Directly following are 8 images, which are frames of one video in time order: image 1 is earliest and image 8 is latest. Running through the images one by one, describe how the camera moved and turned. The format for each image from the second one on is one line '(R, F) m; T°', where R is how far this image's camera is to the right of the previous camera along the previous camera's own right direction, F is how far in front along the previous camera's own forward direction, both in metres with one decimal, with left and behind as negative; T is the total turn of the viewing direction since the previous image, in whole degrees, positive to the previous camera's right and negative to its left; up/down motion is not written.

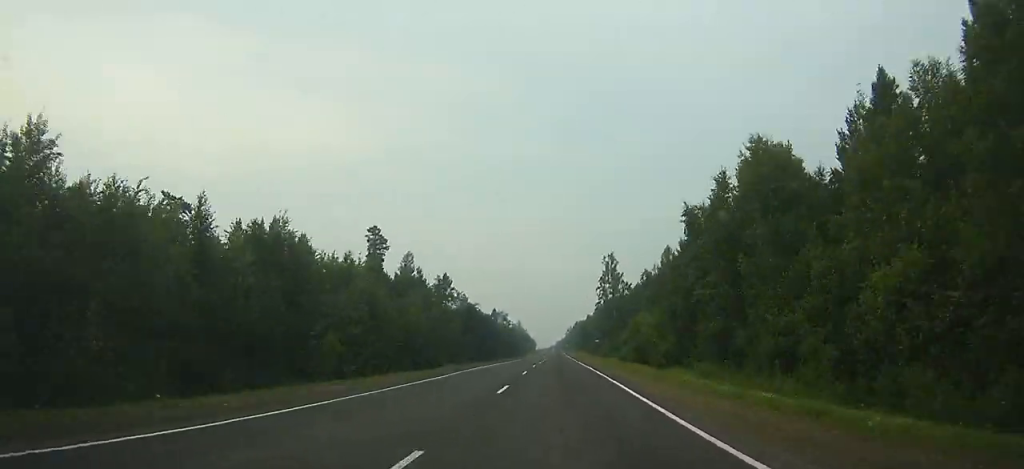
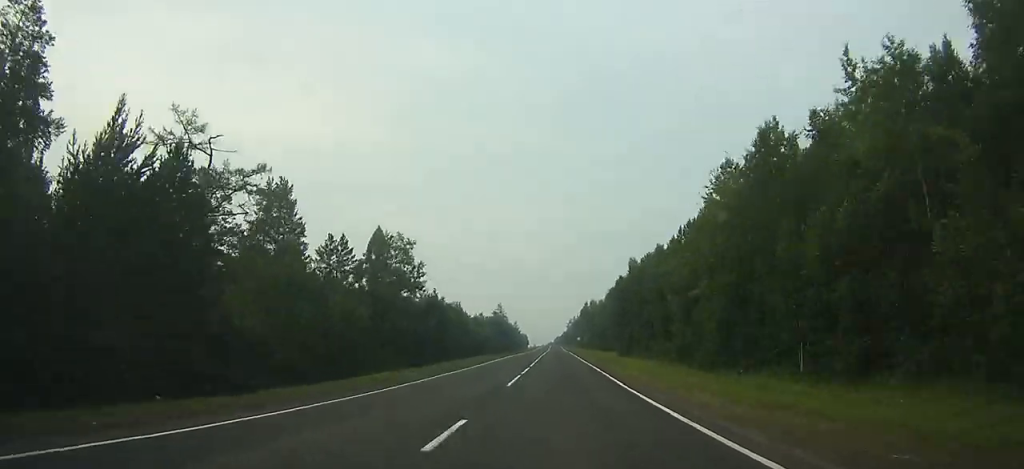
(-0.1, +145.7) m; 0°
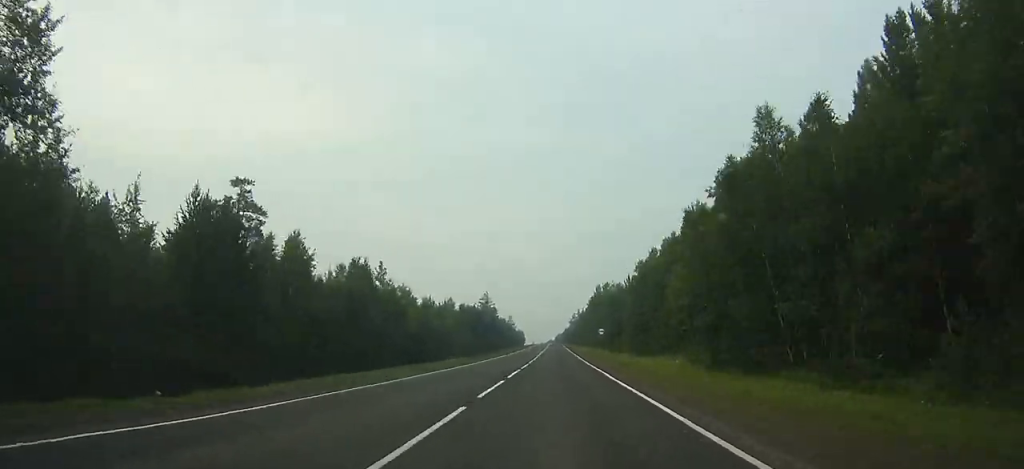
(0.0, +61.0) m; 0°
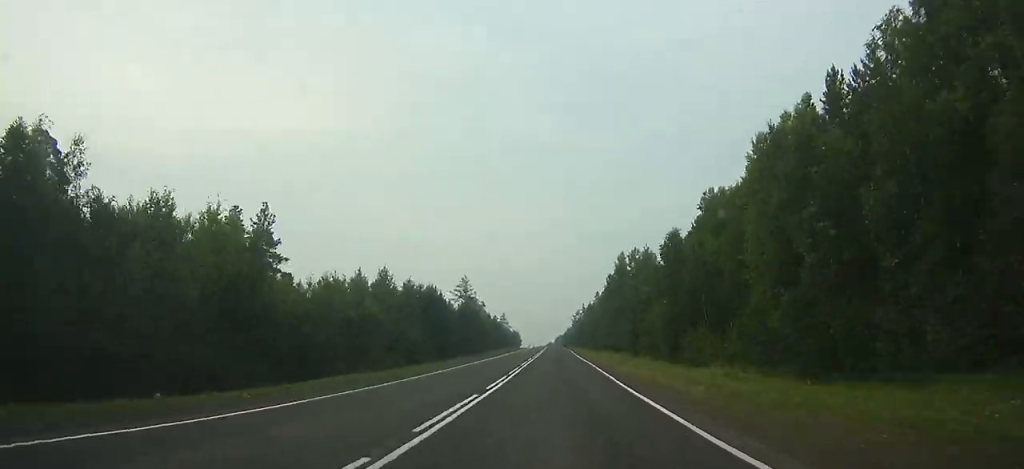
(+0.1, +56.7) m; 0°
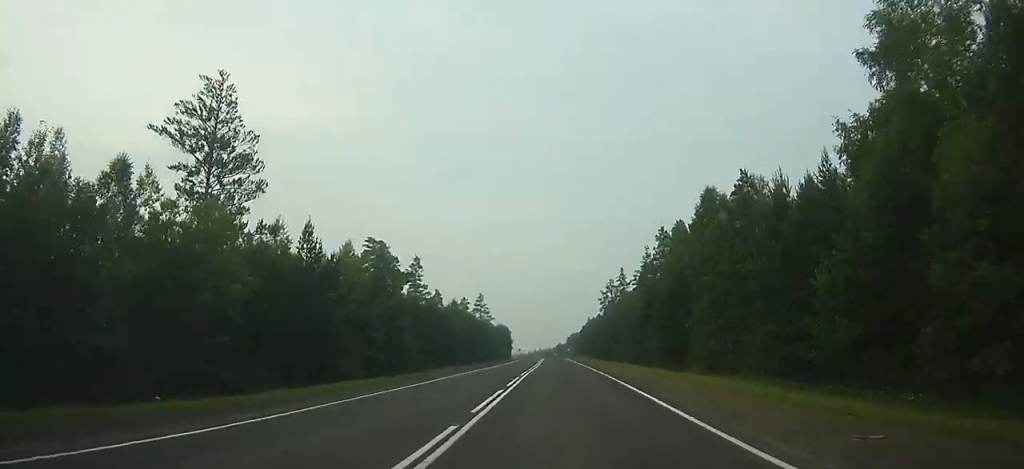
(-1.0, +136.2) m; -1°
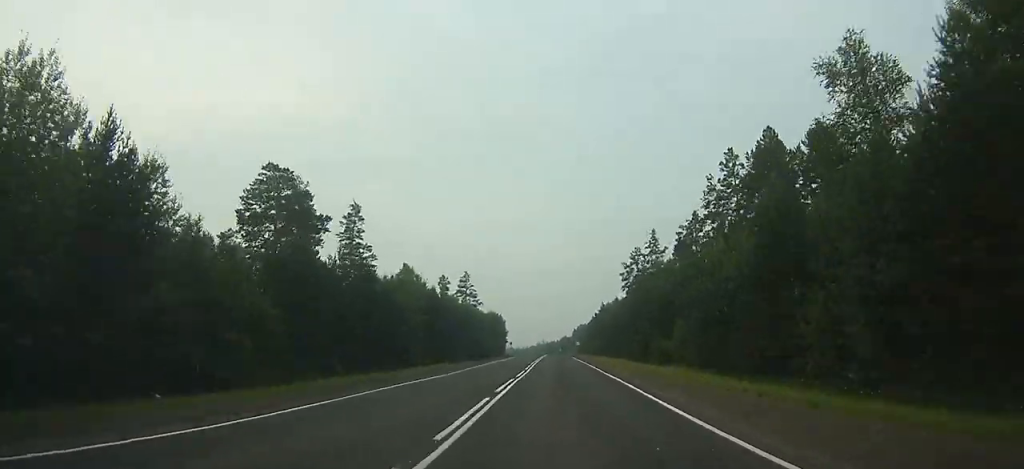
(-0.1, +44.0) m; 0°
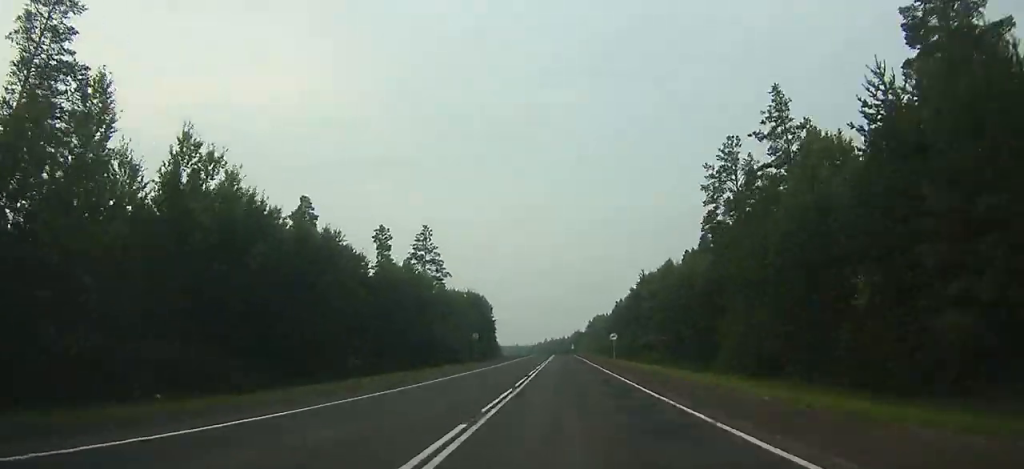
(-0.1, +61.1) m; 0°
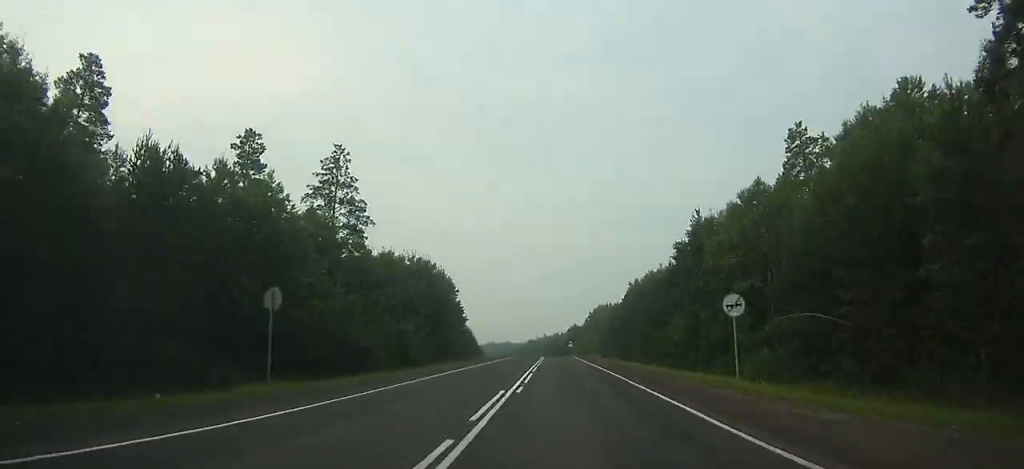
(-0.1, +40.5) m; -1°
